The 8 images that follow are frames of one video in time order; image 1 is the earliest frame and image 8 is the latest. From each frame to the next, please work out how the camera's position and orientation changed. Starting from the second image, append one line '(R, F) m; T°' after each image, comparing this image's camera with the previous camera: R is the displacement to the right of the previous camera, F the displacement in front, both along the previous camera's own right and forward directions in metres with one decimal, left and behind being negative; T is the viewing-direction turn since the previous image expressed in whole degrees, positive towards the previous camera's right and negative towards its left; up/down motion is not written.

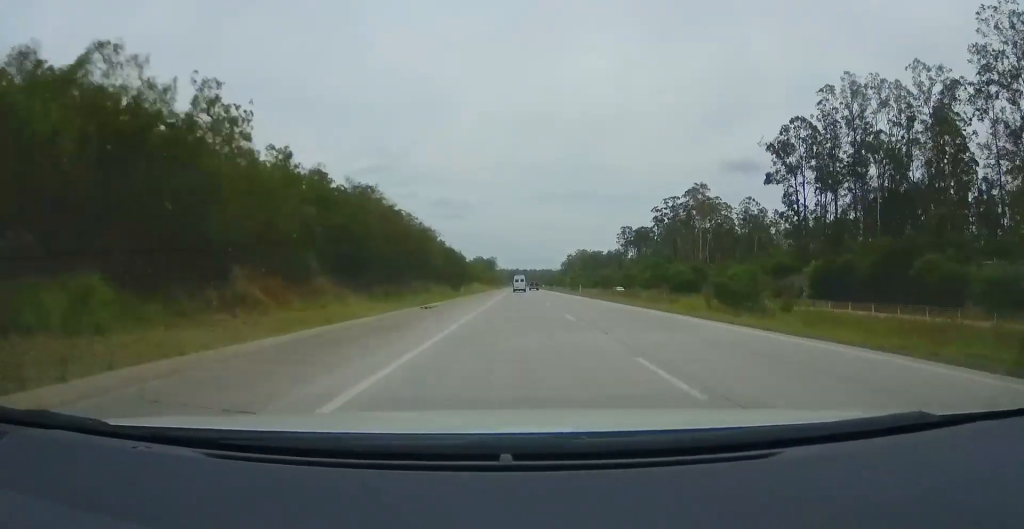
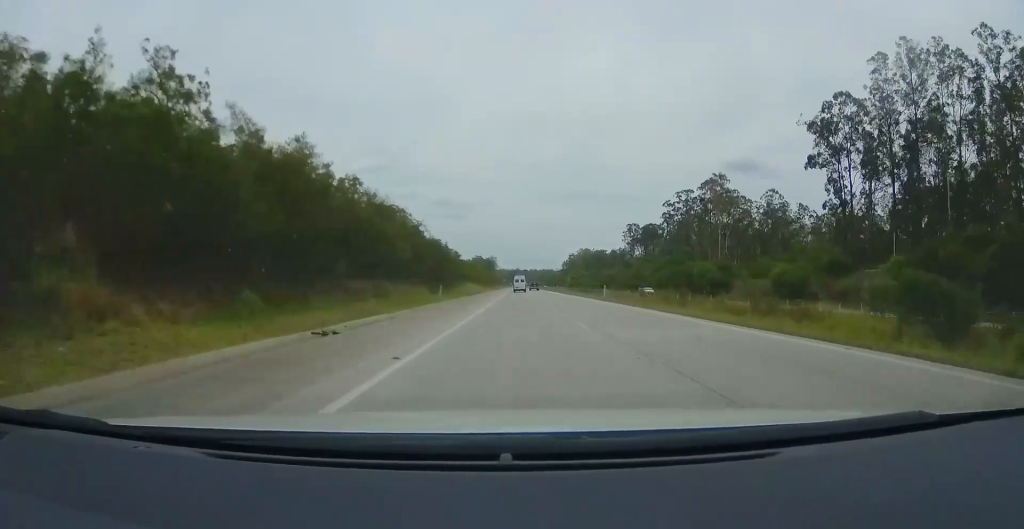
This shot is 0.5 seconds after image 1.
(-0.1, +15.6) m; 0°
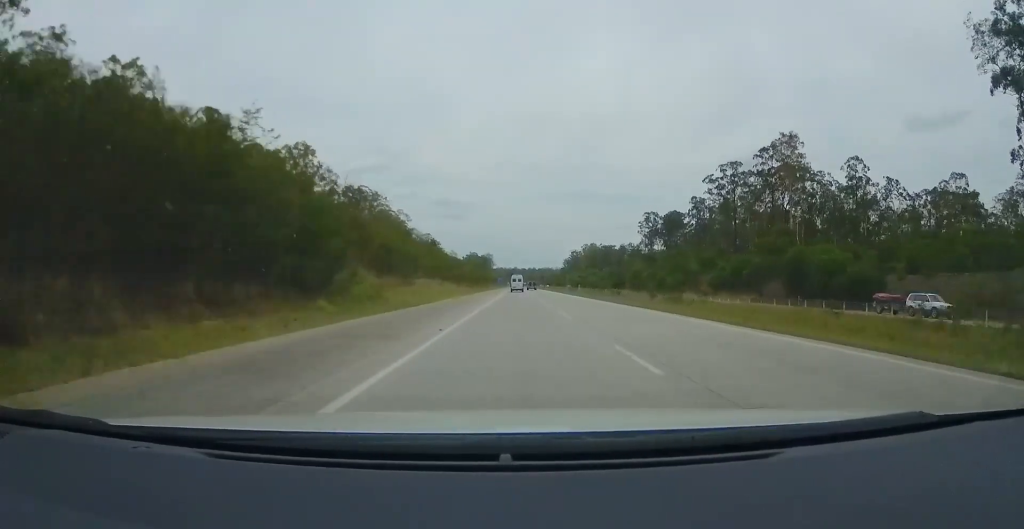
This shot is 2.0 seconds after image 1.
(+0.3, +43.3) m; 0°
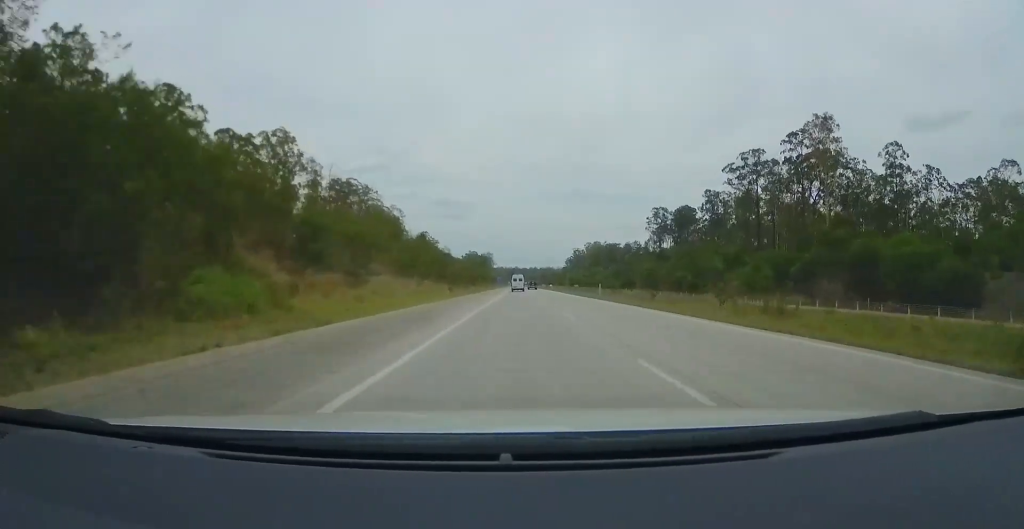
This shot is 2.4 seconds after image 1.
(-0.2, +14.4) m; 0°
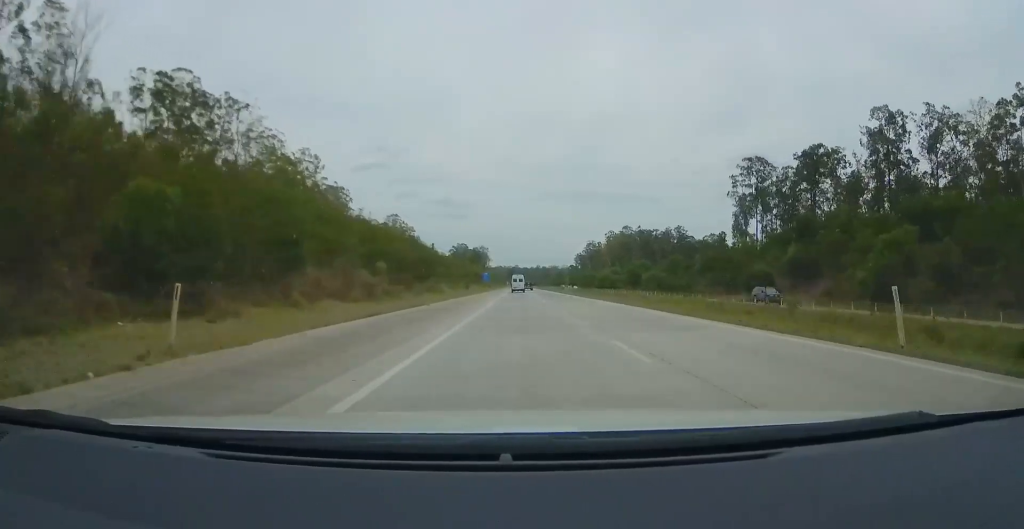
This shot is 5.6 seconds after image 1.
(+0.4, +94.3) m; +1°
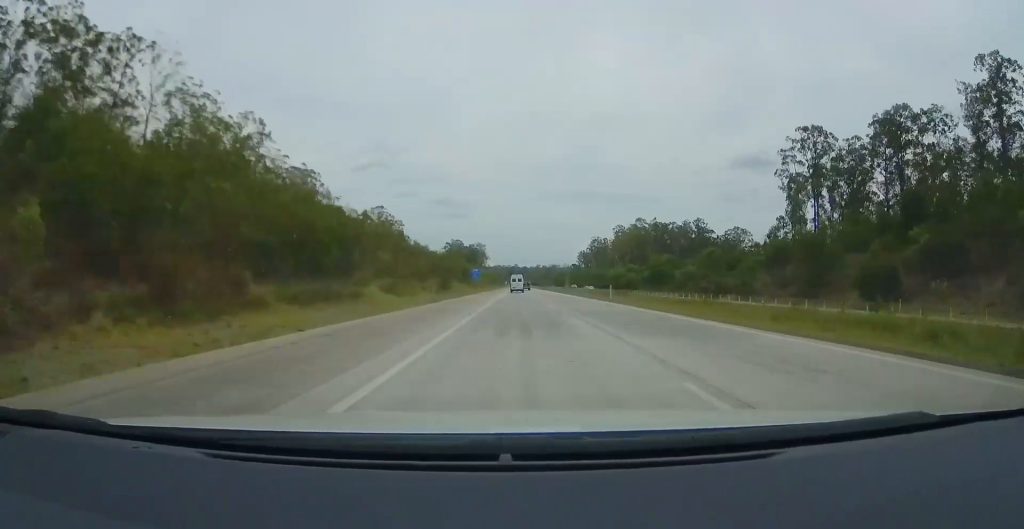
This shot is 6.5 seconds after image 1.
(0.0, +29.0) m; -1°
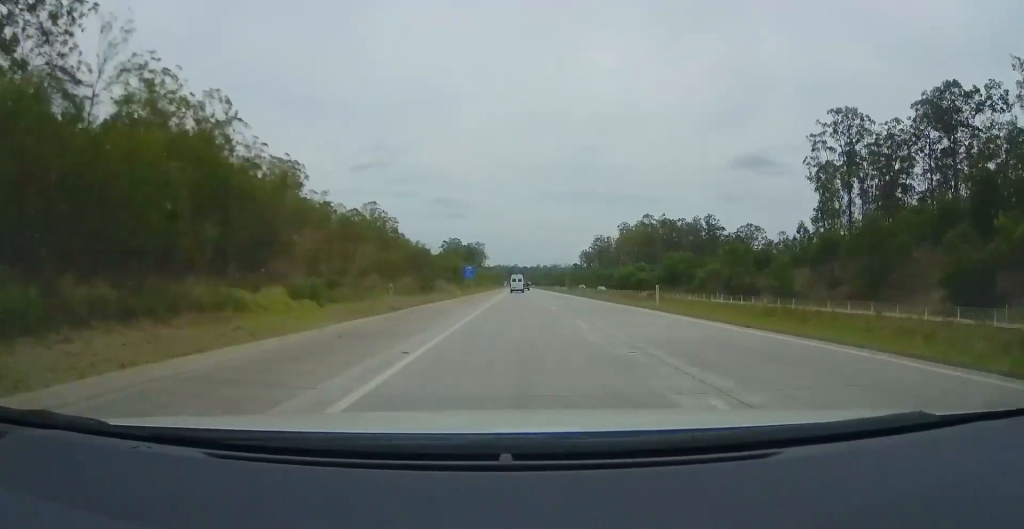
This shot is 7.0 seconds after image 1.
(-0.2, +13.3) m; 0°
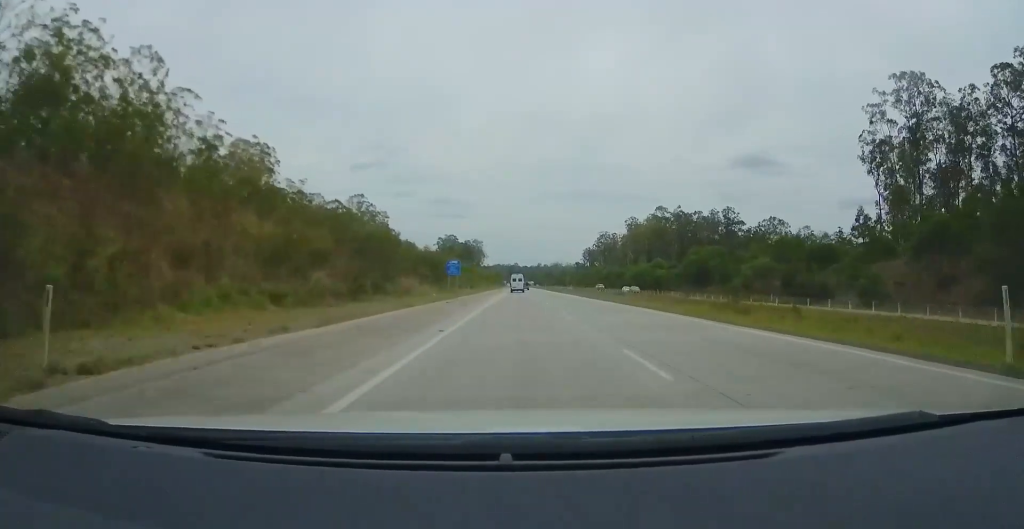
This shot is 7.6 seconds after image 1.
(-0.3, +20.5) m; 0°
